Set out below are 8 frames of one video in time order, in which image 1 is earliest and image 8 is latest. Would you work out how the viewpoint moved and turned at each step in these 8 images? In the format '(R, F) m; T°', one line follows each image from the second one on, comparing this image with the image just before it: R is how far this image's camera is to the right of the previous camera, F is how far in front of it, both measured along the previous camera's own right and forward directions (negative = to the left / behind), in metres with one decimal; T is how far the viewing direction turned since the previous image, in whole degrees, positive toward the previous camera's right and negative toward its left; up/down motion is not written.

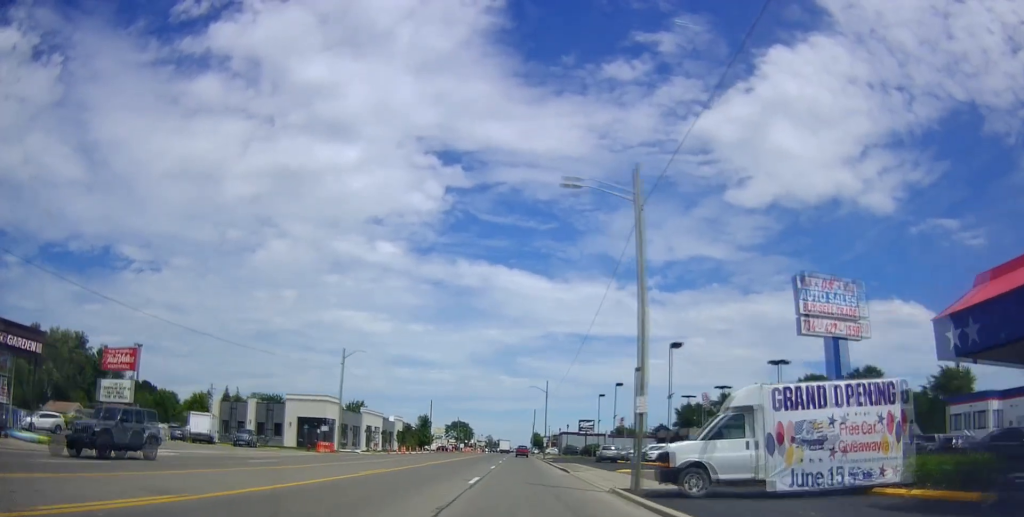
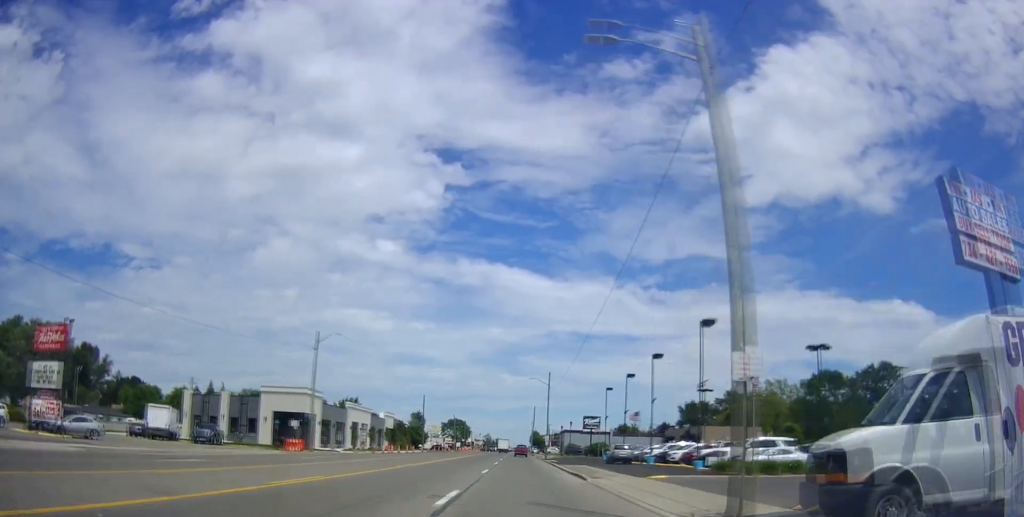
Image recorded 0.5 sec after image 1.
(+0.3, +8.0) m; -1°
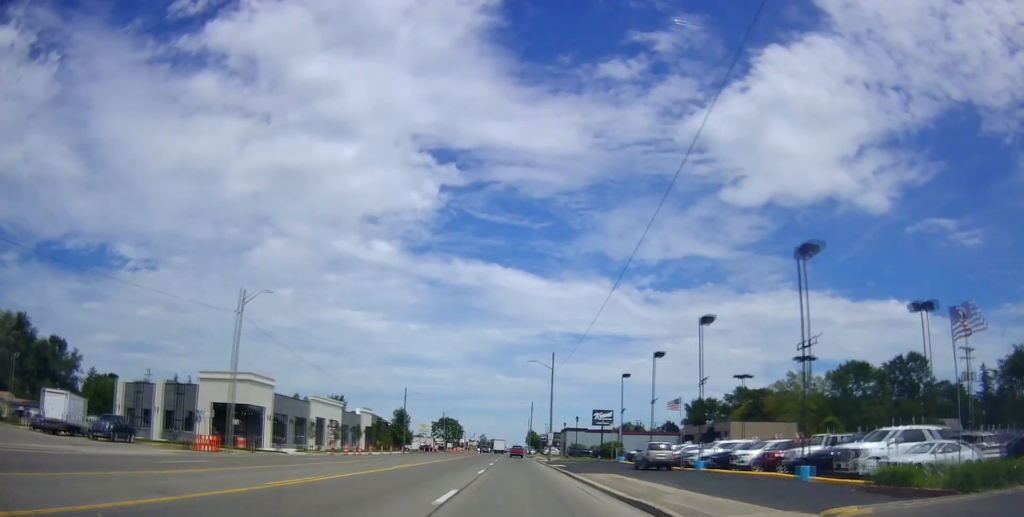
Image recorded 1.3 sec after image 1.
(-0.7, +14.6) m; 0°
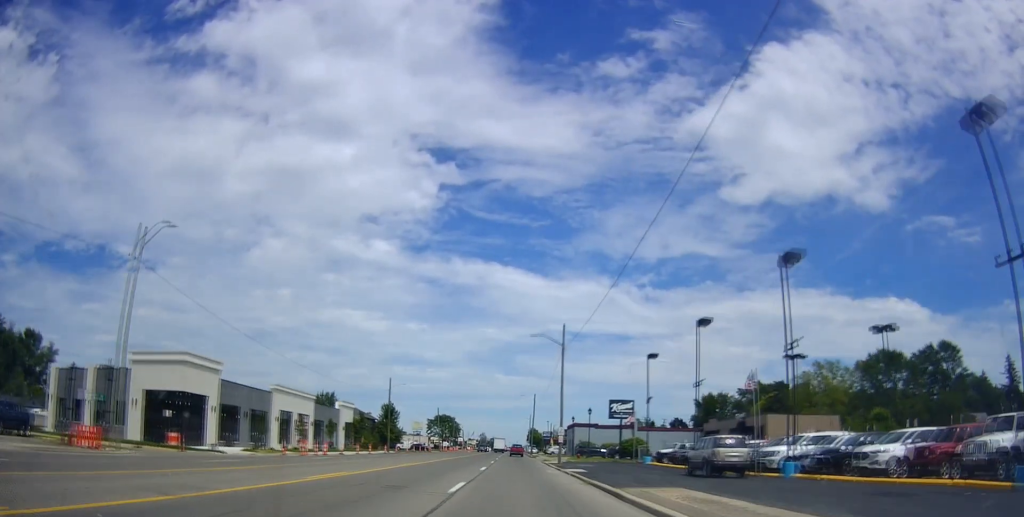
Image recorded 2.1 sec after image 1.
(+0.1, +12.3) m; +1°
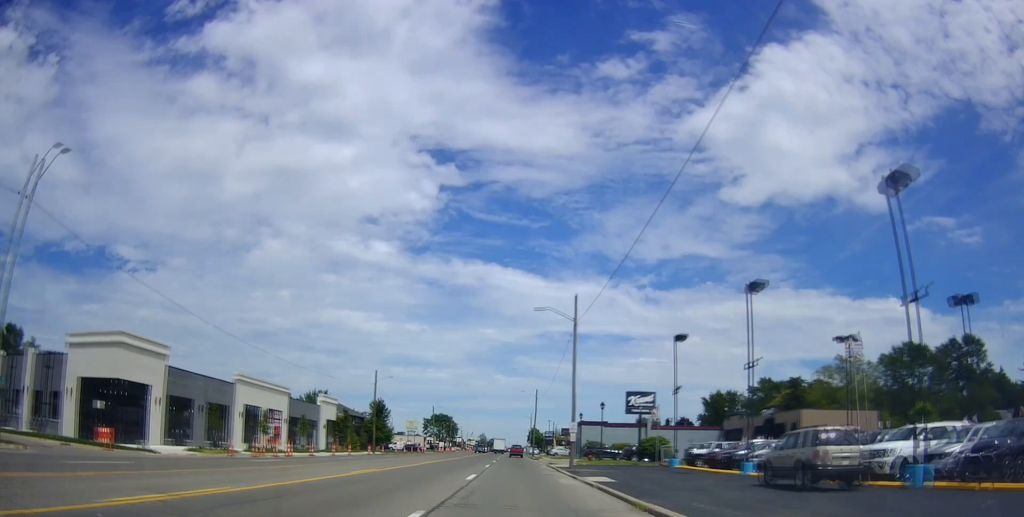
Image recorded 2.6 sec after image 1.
(+0.4, +8.9) m; +1°
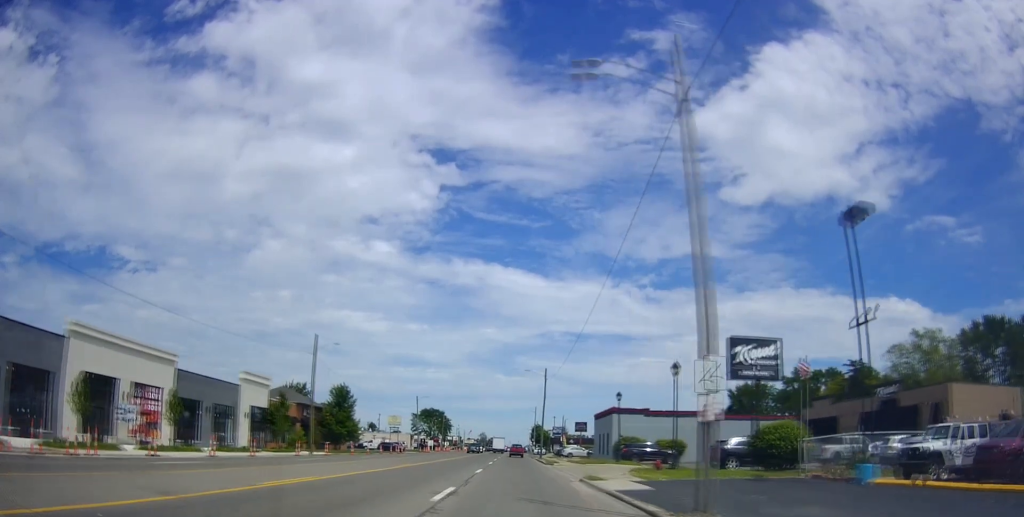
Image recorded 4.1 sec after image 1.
(-0.7, +24.2) m; -3°
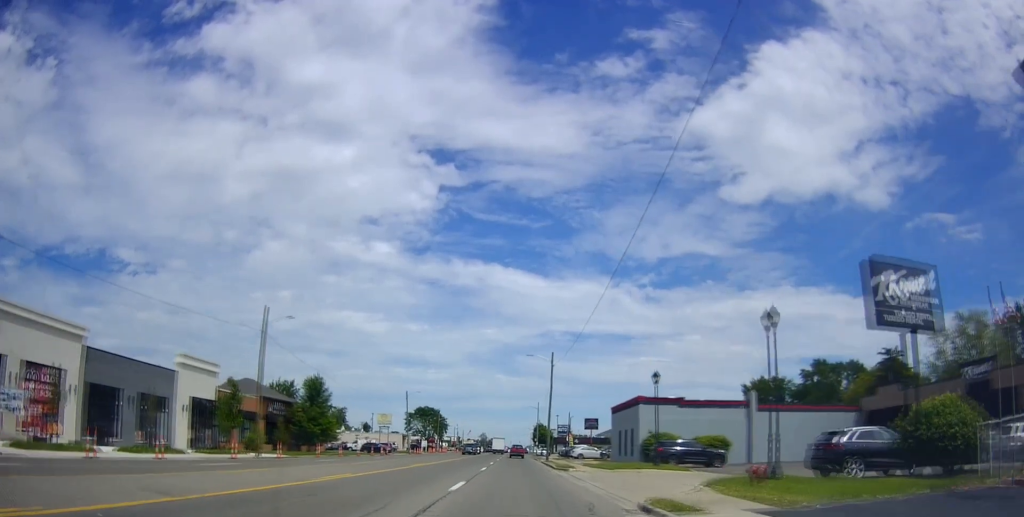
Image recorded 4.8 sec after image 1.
(0.0, +11.3) m; -1°
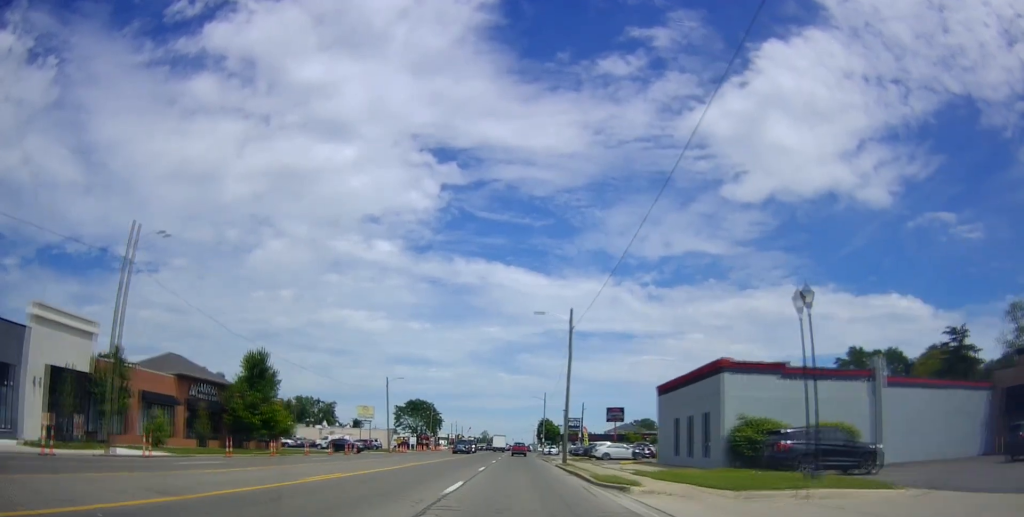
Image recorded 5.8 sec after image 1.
(-0.5, +17.1) m; -1°
